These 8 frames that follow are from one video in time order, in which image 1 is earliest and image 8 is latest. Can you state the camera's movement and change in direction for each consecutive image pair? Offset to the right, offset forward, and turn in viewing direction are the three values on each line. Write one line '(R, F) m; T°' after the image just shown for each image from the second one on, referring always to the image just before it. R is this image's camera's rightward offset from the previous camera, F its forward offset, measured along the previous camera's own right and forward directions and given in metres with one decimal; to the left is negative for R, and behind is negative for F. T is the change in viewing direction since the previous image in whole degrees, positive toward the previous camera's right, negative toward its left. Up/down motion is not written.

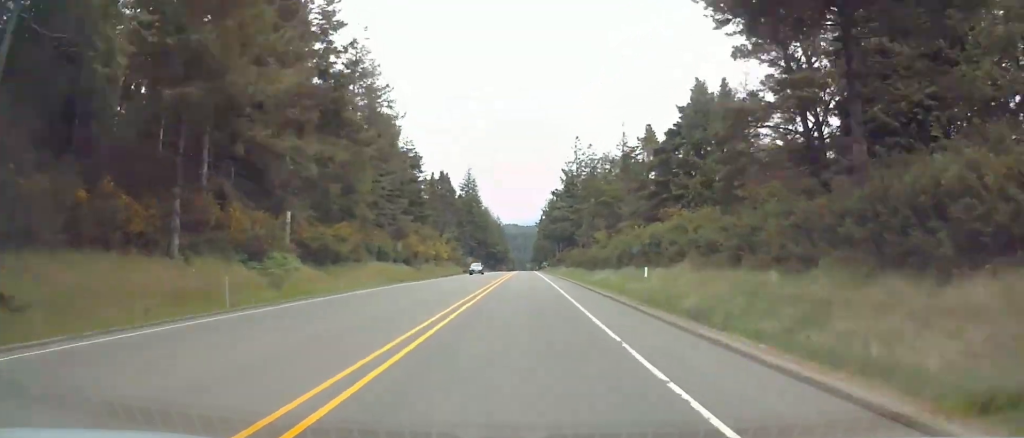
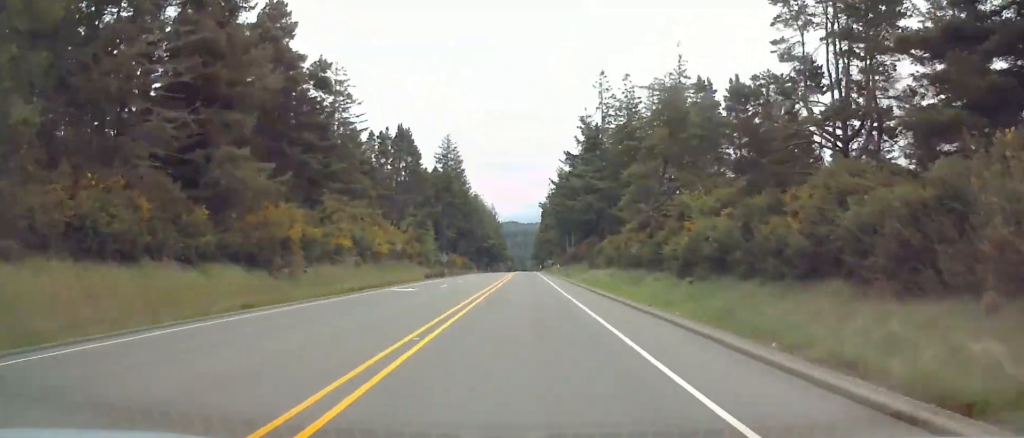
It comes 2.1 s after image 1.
(-0.1, +51.8) m; 0°
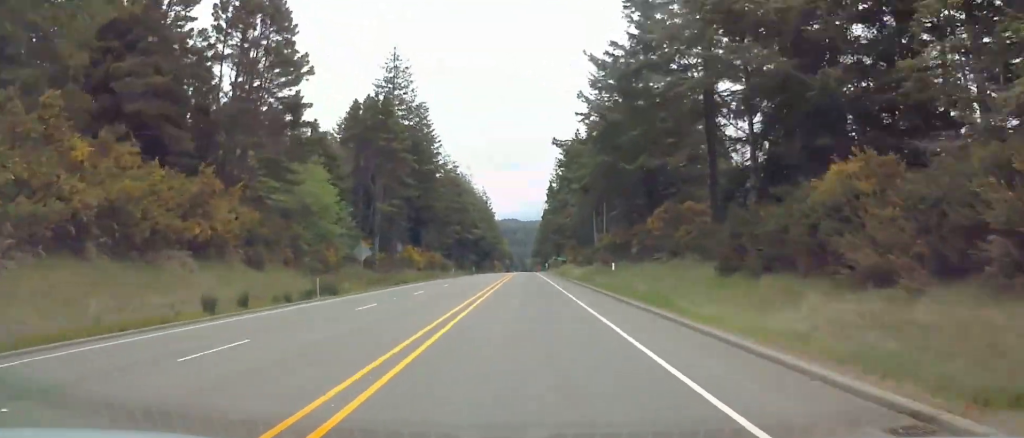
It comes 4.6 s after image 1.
(+0.1, +59.6) m; 0°
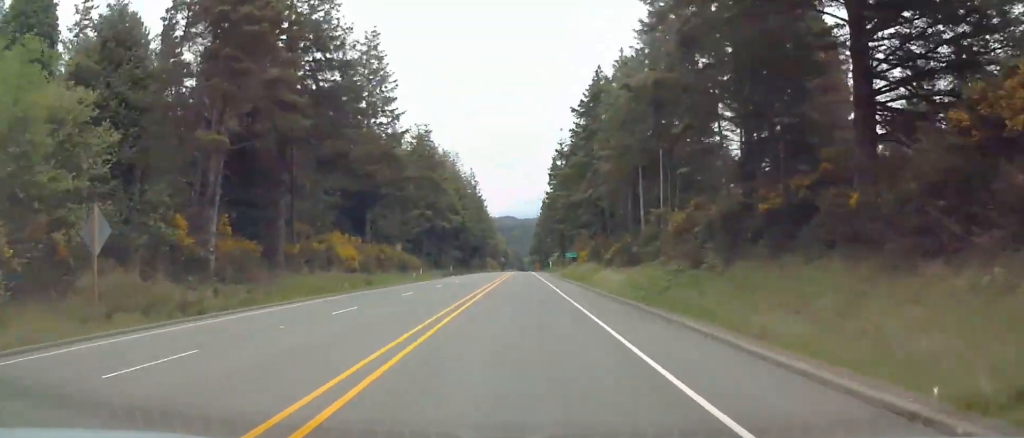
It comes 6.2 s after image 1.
(0.0, +38.7) m; 0°
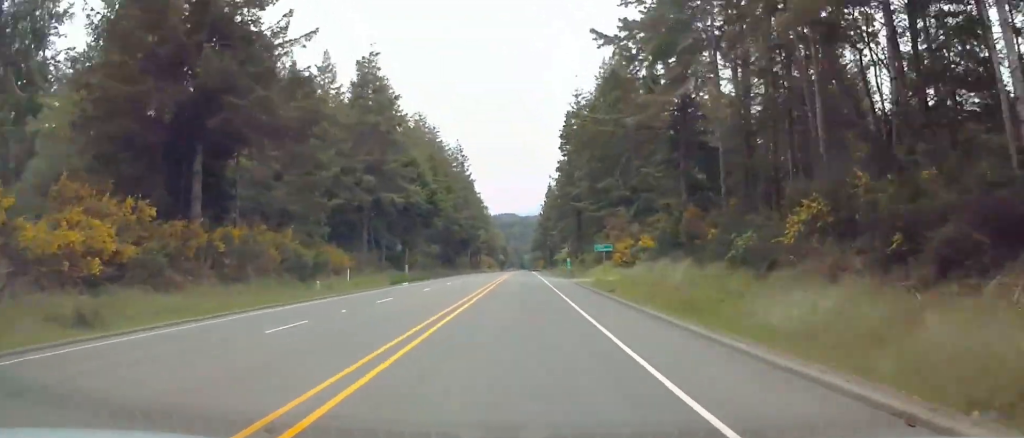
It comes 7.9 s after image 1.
(+0.1, +42.1) m; 0°
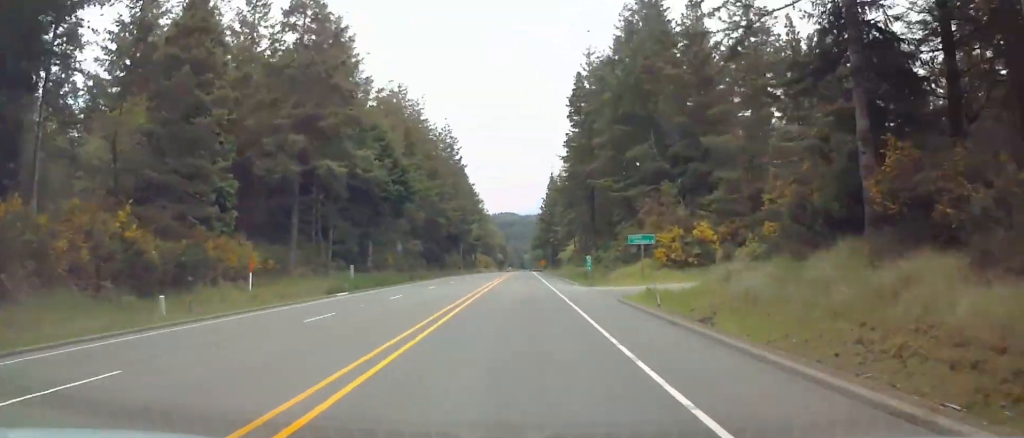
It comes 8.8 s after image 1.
(-0.1, +21.1) m; 0°
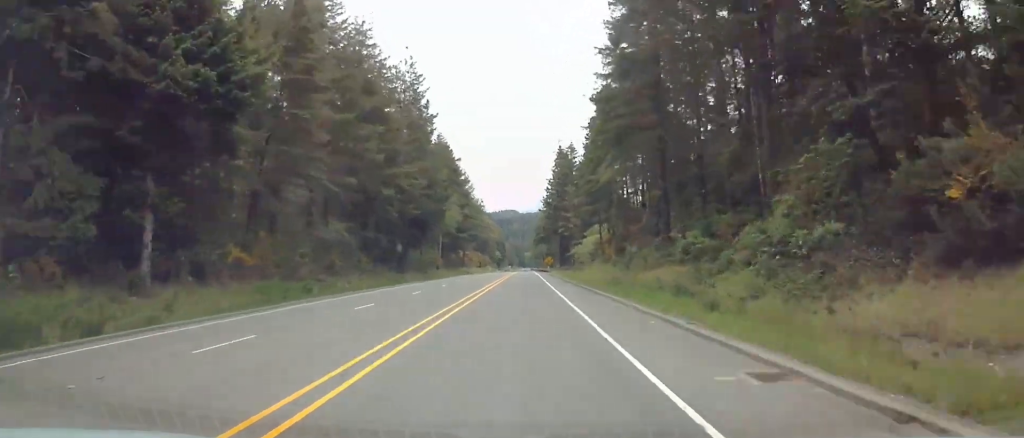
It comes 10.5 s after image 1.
(+0.2, +42.6) m; 0°
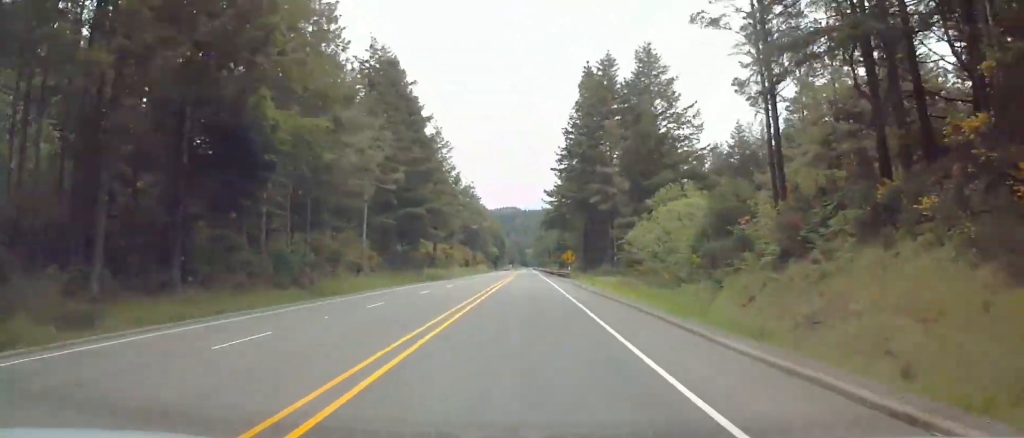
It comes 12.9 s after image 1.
(-0.3, +59.8) m; 0°
